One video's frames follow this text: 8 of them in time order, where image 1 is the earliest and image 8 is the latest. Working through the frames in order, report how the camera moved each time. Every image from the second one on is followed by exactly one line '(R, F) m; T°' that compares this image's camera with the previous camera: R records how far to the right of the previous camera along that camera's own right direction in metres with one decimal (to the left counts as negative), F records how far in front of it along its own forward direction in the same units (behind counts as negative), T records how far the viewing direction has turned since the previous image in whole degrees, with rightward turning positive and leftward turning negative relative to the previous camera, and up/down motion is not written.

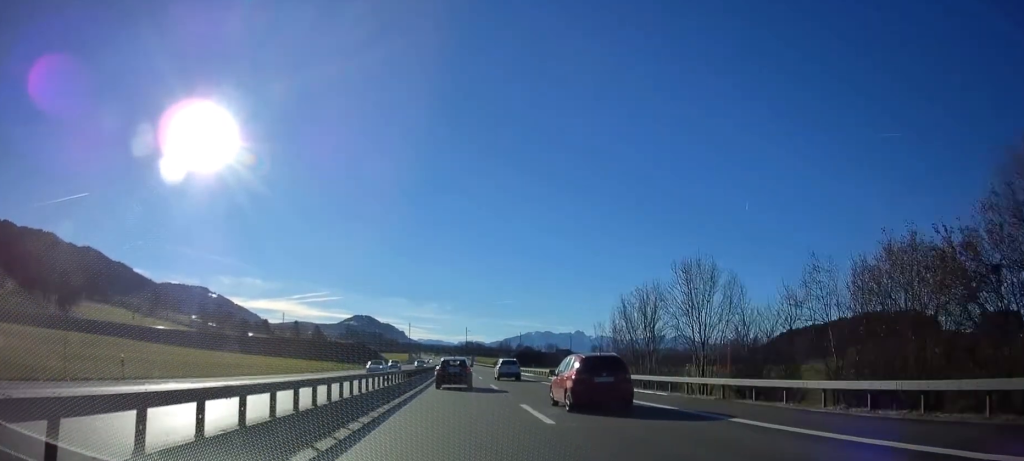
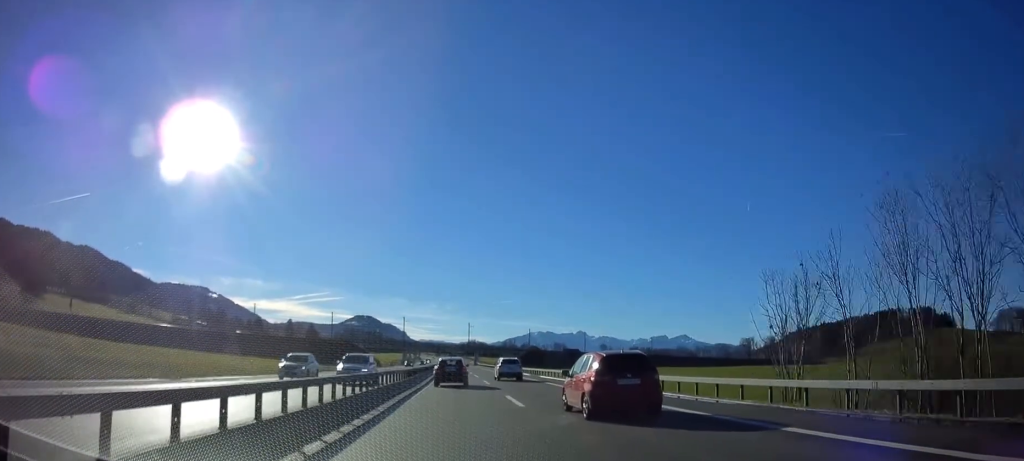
(0.0, +30.2) m; 0°
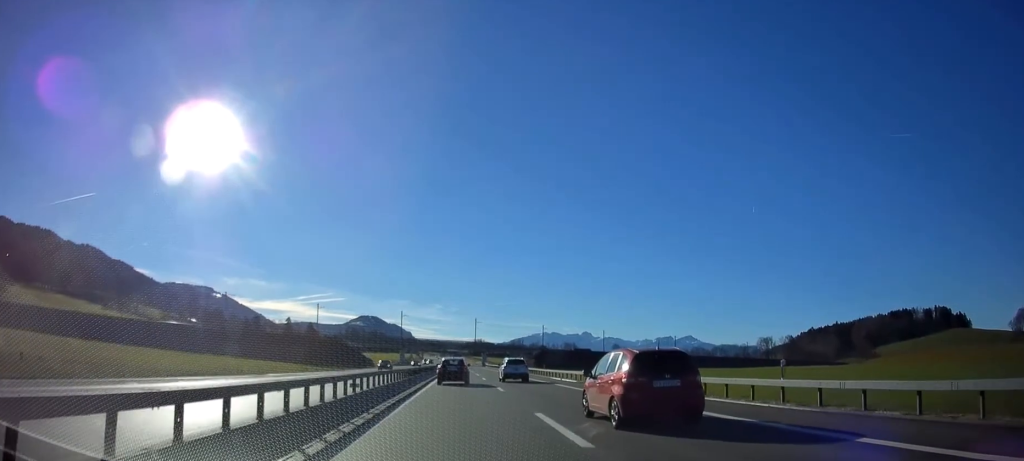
(-0.1, +26.7) m; 0°
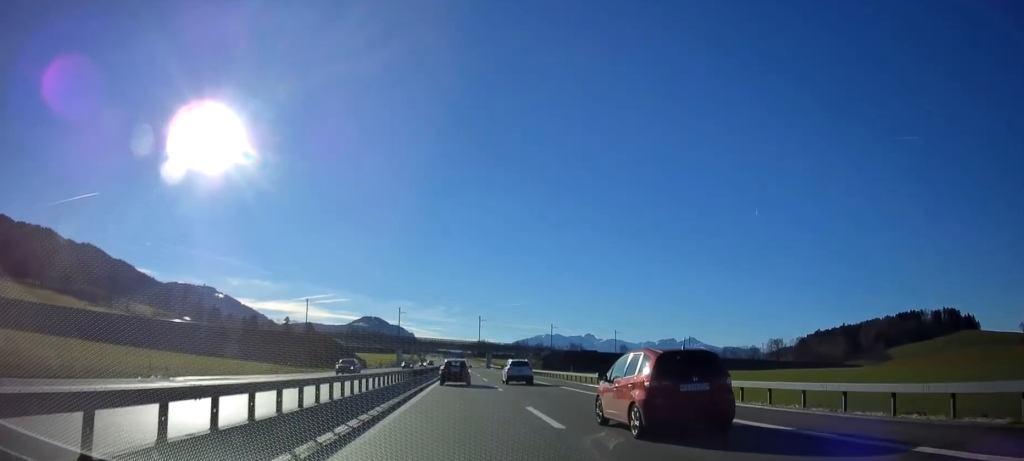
(0.0, +15.1) m; 0°
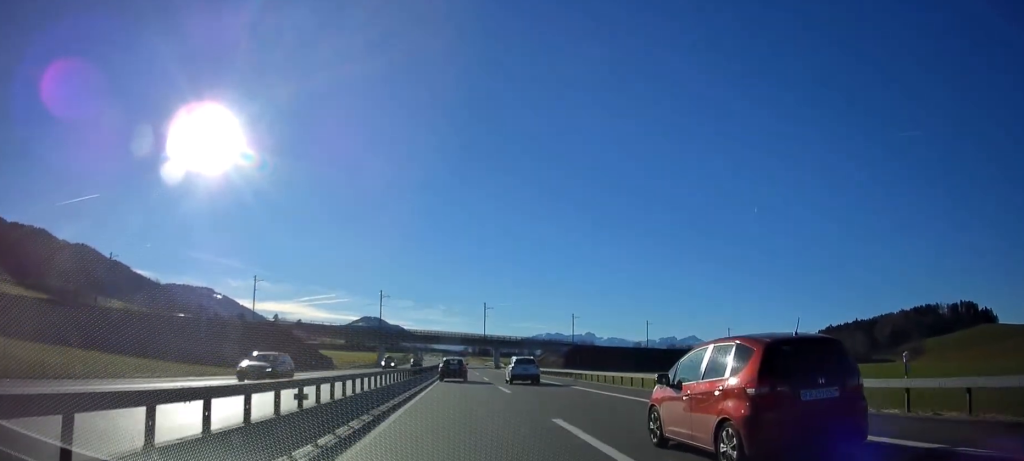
(-0.2, +45.7) m; 0°
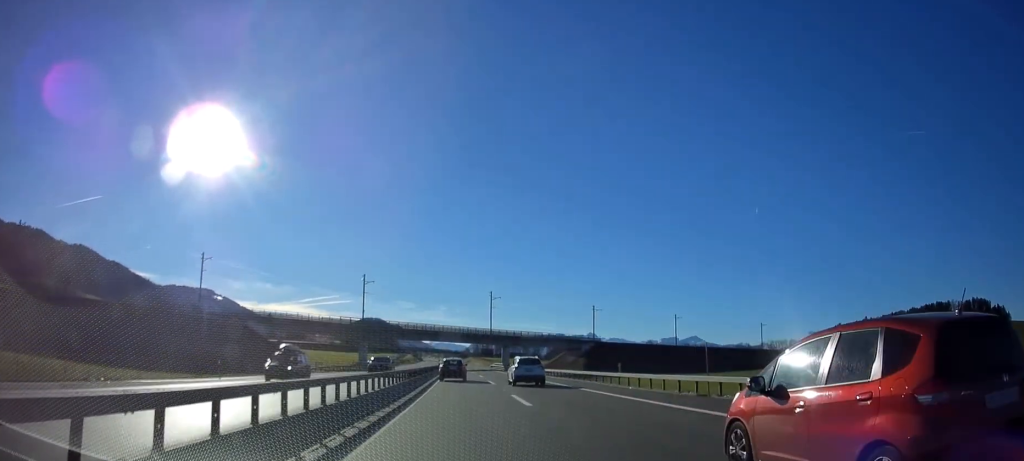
(0.0, +24.0) m; 0°
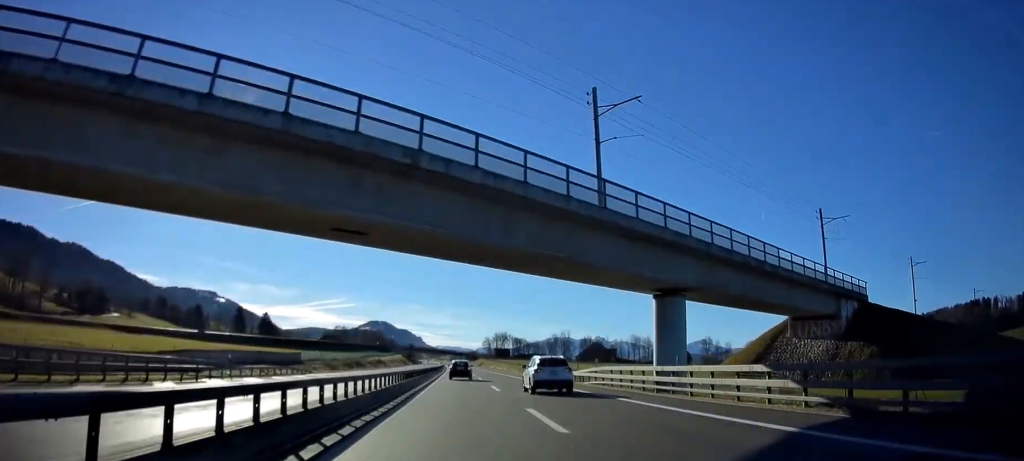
(-0.5, +100.9) m; -1°
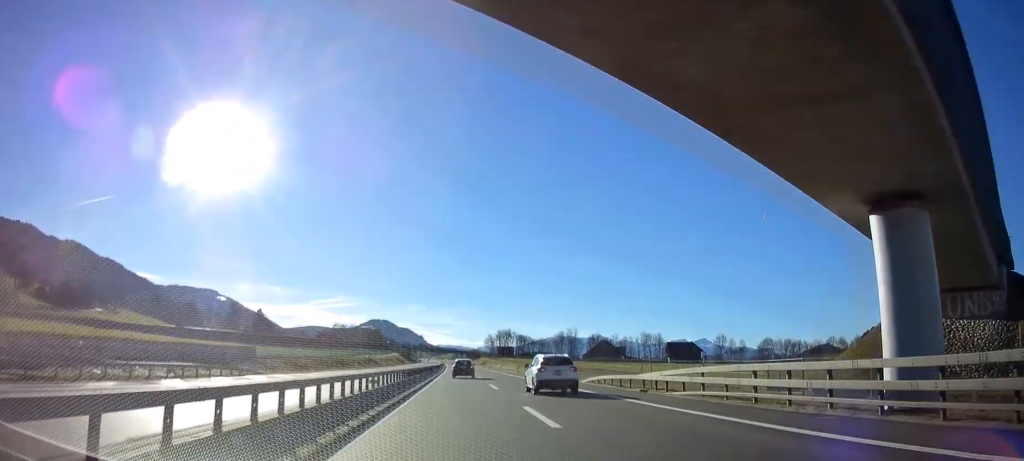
(0.0, +19.5) m; 0°
